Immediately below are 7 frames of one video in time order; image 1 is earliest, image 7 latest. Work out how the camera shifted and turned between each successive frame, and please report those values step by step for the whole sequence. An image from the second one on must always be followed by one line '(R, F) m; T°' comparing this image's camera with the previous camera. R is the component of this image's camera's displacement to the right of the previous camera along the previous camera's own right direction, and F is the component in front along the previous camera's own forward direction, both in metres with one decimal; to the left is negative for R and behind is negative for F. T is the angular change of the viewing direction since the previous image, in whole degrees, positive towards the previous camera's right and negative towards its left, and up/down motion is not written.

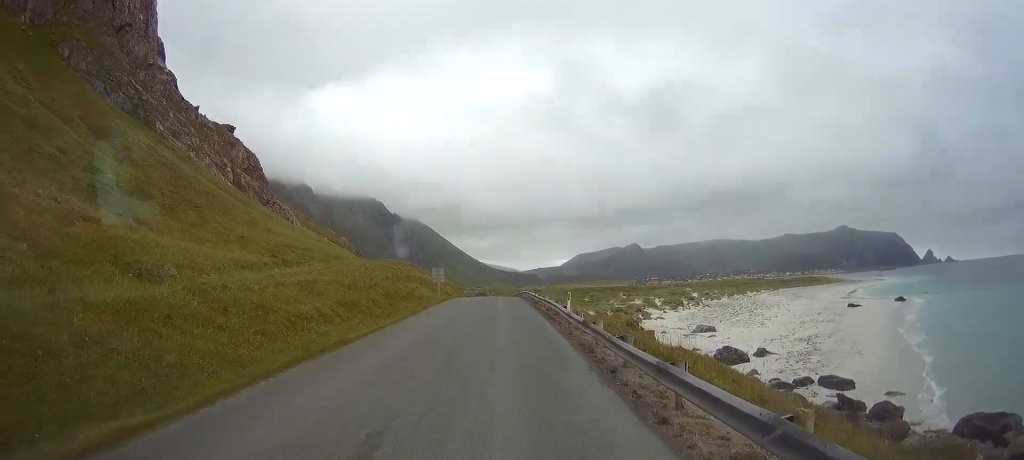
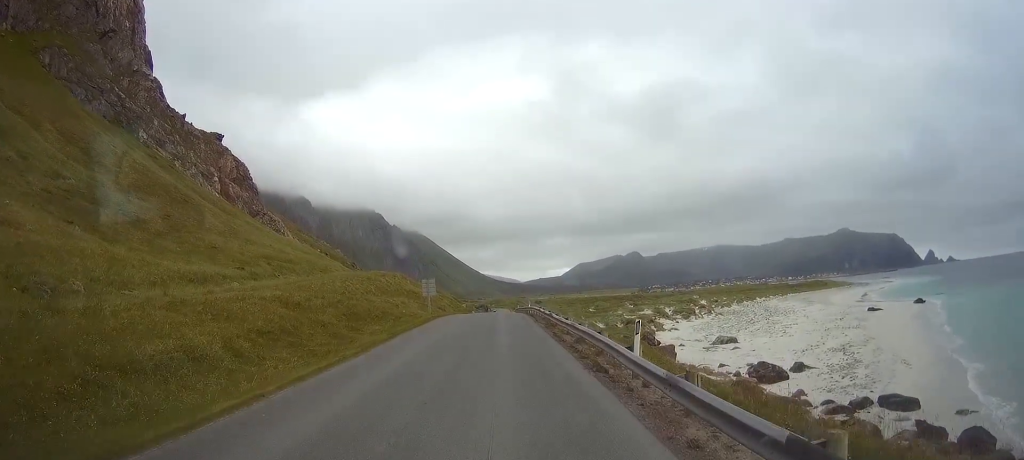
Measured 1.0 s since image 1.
(-0.1, +12.2) m; 0°
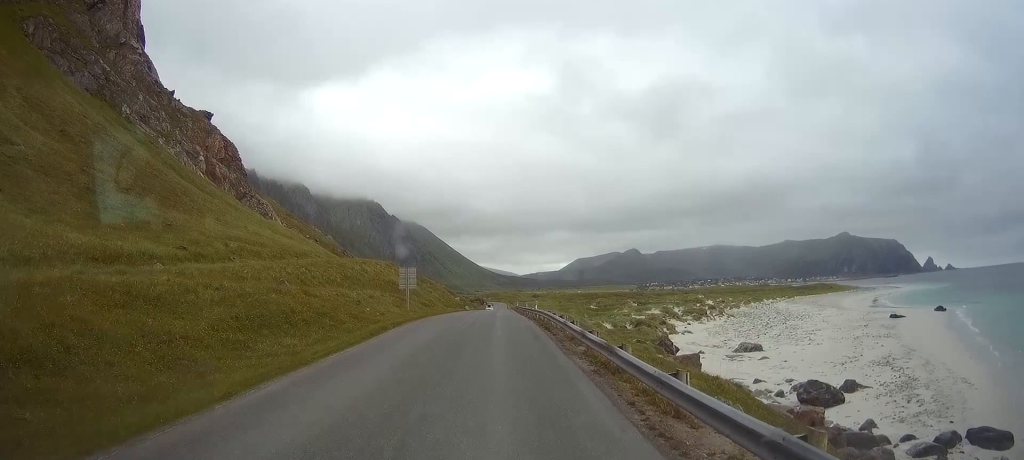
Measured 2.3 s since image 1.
(+0.1, +15.0) m; +1°
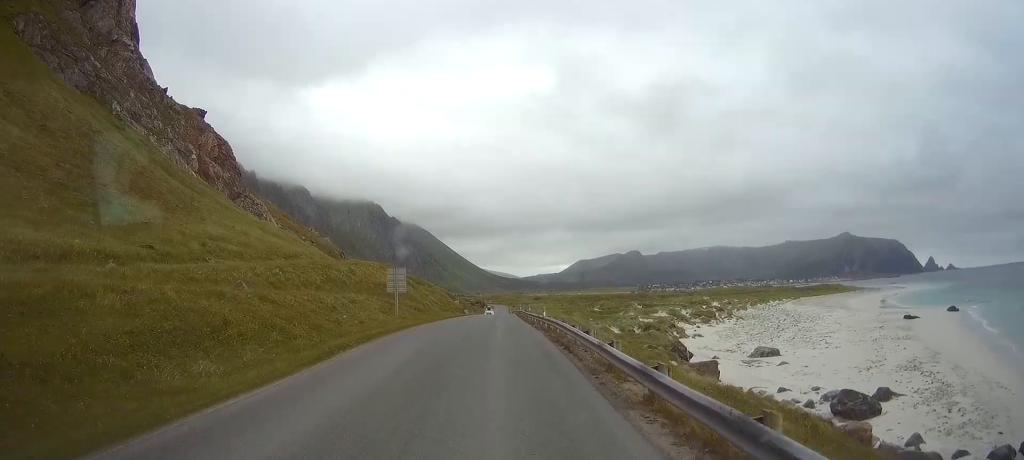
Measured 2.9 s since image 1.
(0.0, +7.0) m; 0°
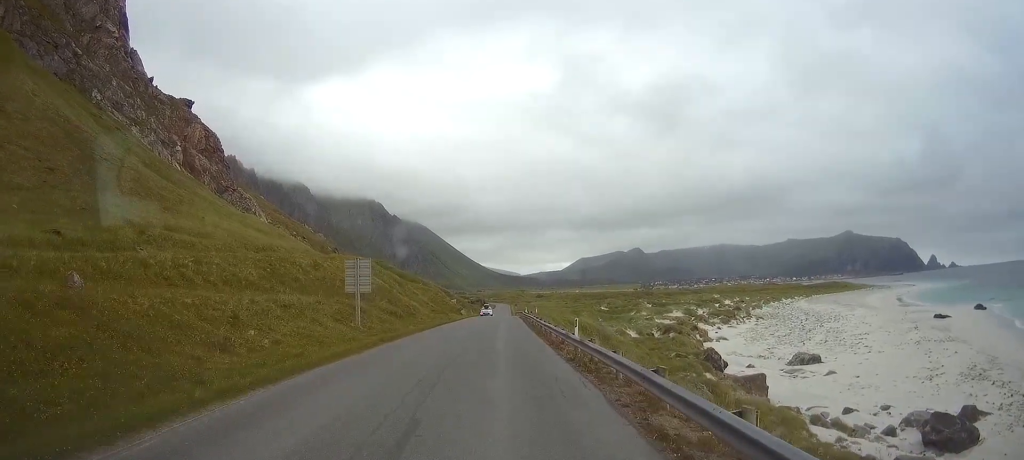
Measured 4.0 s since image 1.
(-0.1, +14.5) m; -1°
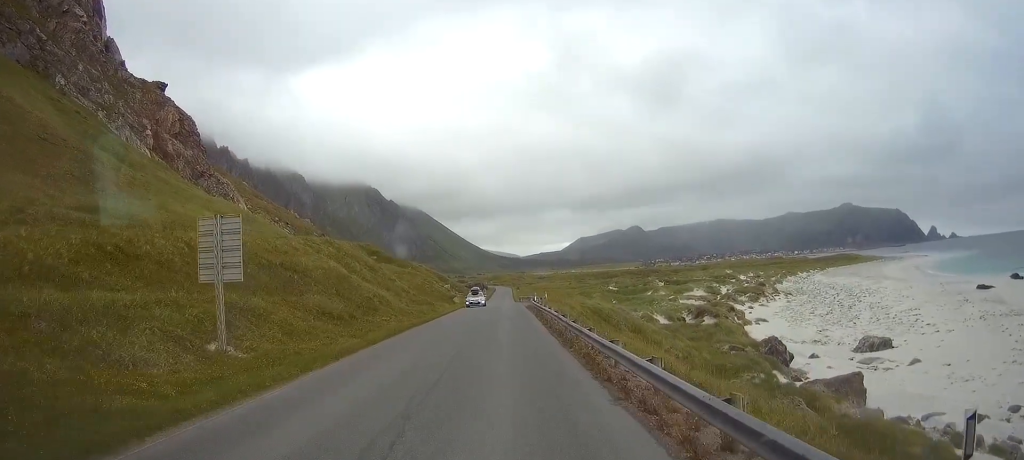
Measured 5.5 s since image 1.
(-0.3, +18.7) m; -1°
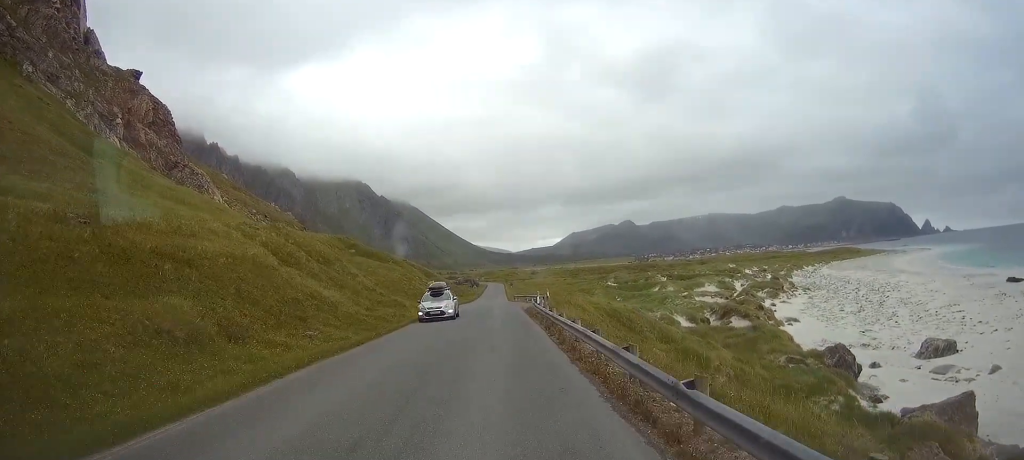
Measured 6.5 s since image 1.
(+0.2, +14.7) m; +1°
